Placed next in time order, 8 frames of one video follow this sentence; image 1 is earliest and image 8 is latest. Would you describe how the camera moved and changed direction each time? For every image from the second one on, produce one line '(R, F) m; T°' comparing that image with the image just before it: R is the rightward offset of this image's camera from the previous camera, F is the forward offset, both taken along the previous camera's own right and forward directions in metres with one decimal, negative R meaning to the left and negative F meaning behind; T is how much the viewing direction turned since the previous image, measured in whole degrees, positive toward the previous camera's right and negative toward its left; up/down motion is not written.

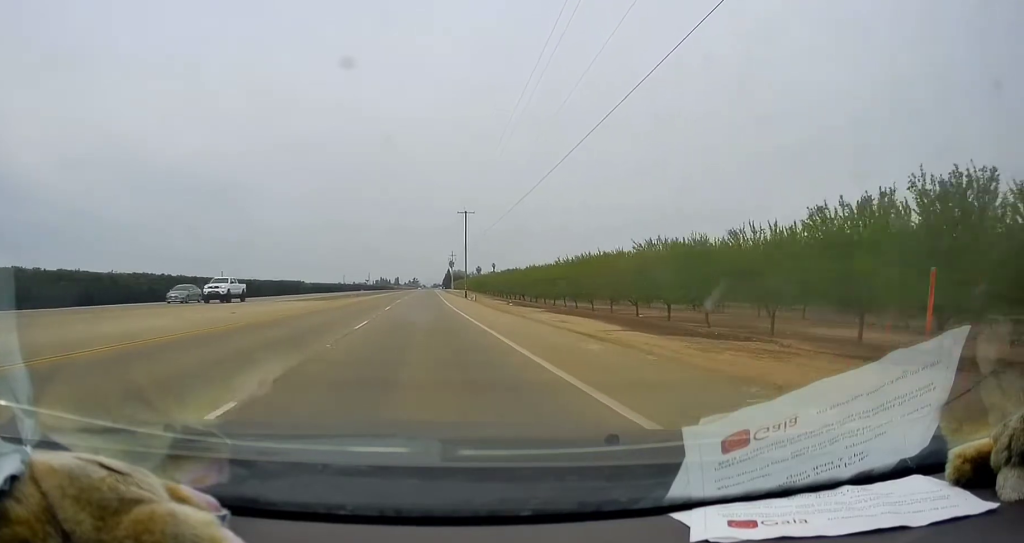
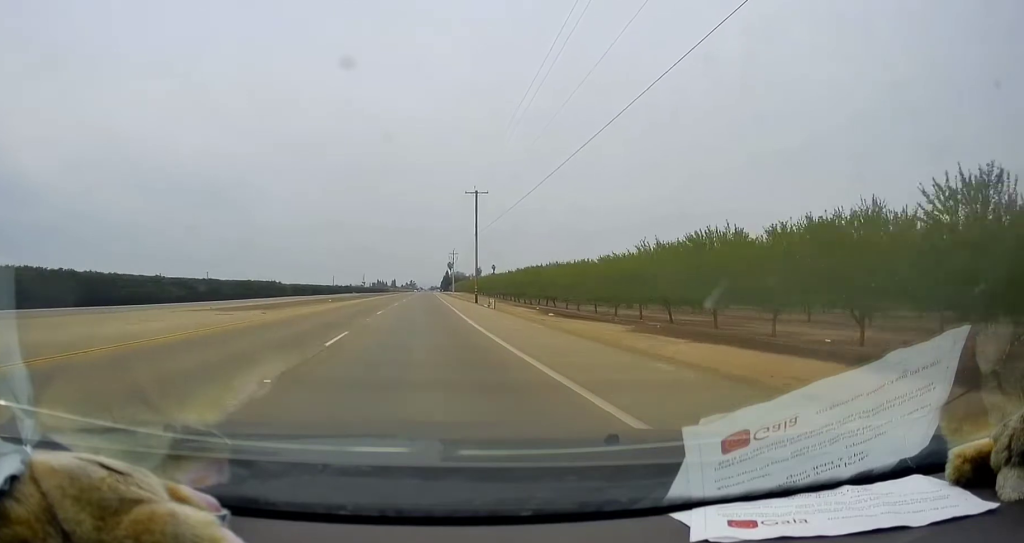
(0.0, +18.2) m; 0°
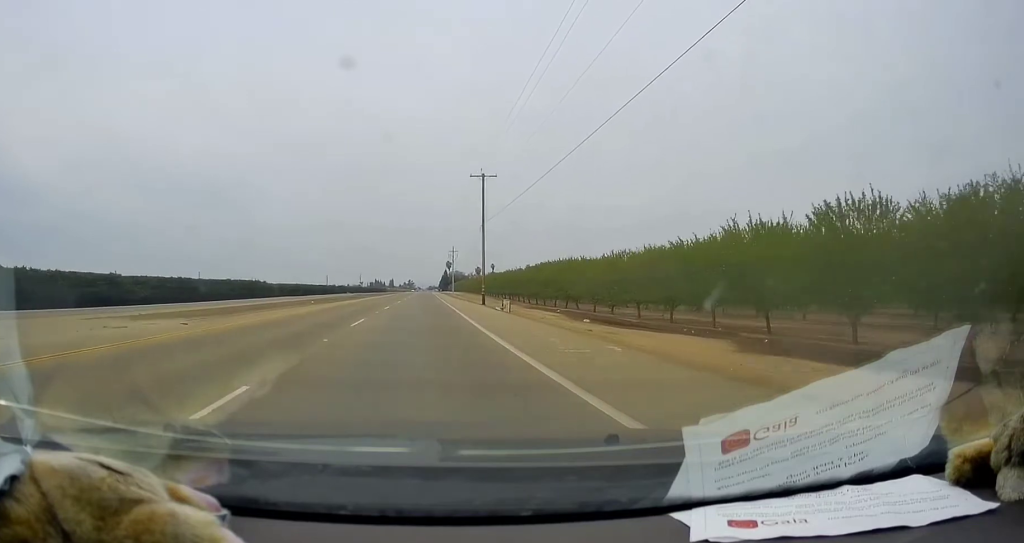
(0.0, +9.6) m; 0°
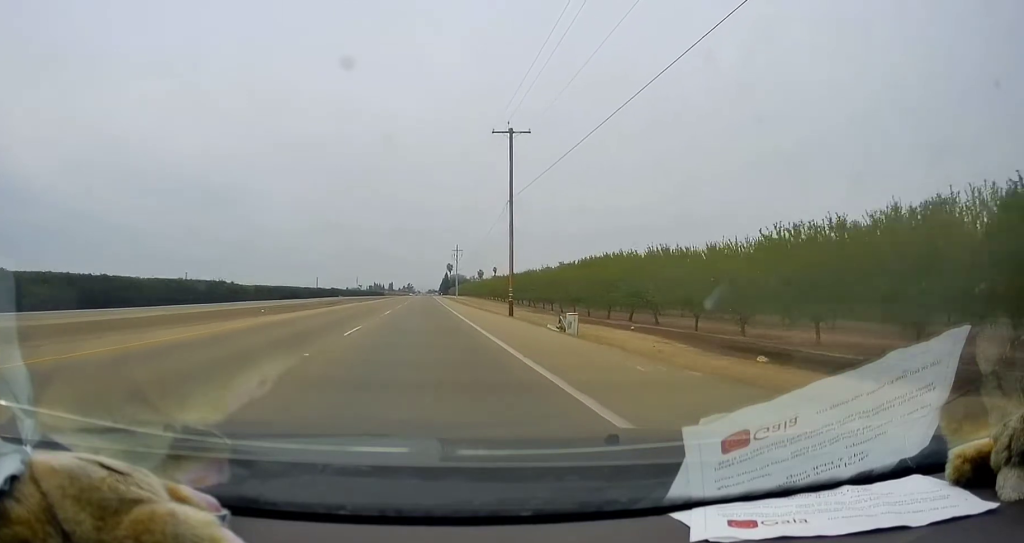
(0.0, +17.1) m; 0°
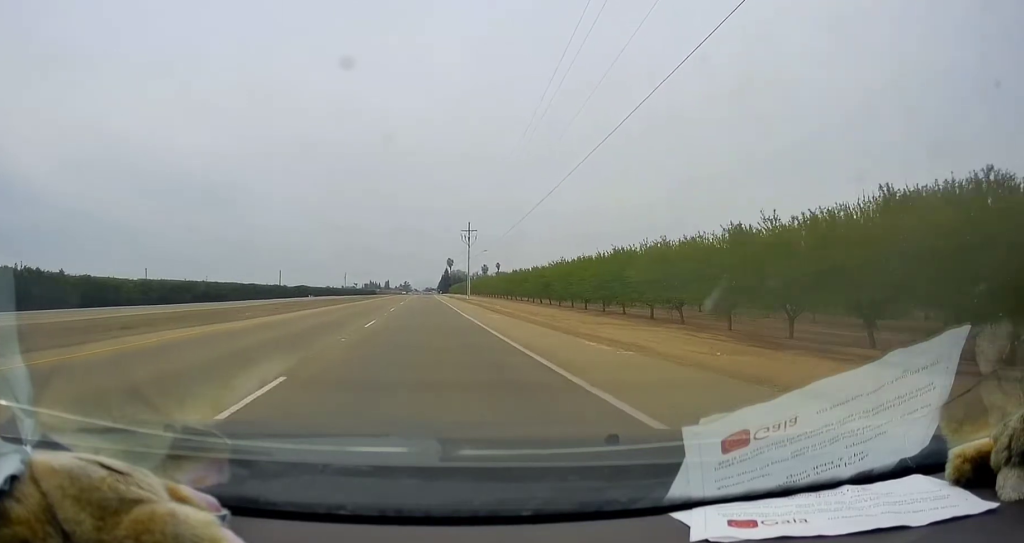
(0.0, +41.9) m; 0°
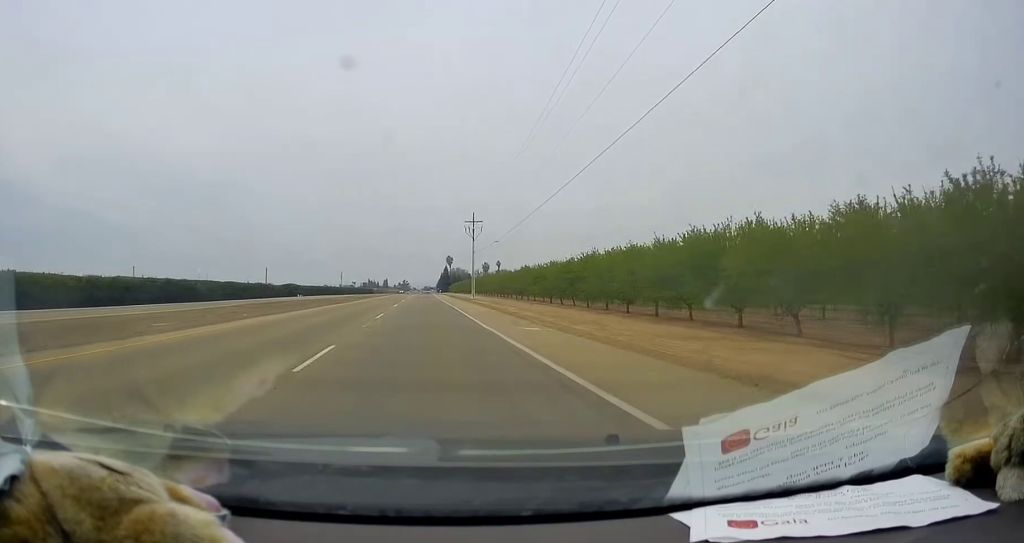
(0.0, +9.8) m; 0°
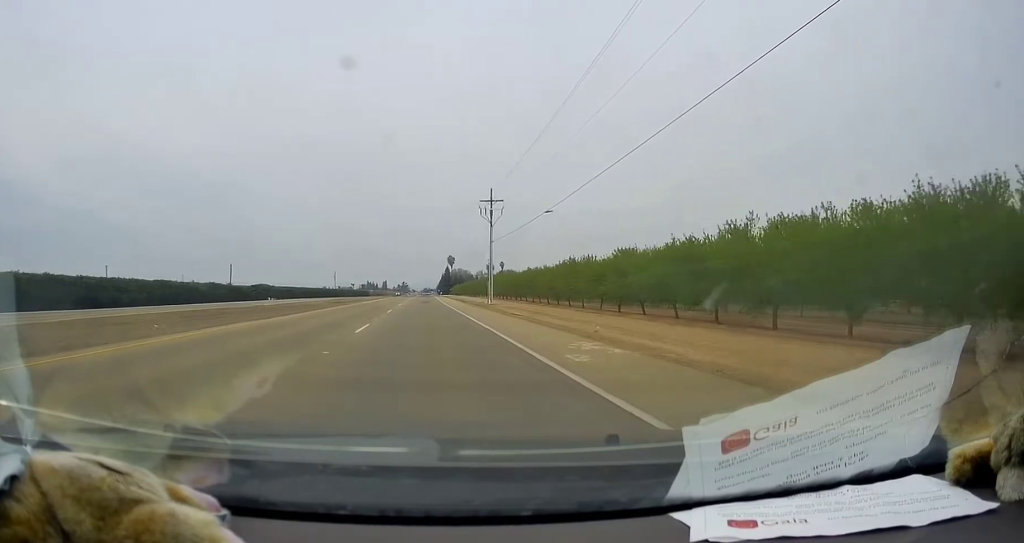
(0.0, +22.6) m; 0°
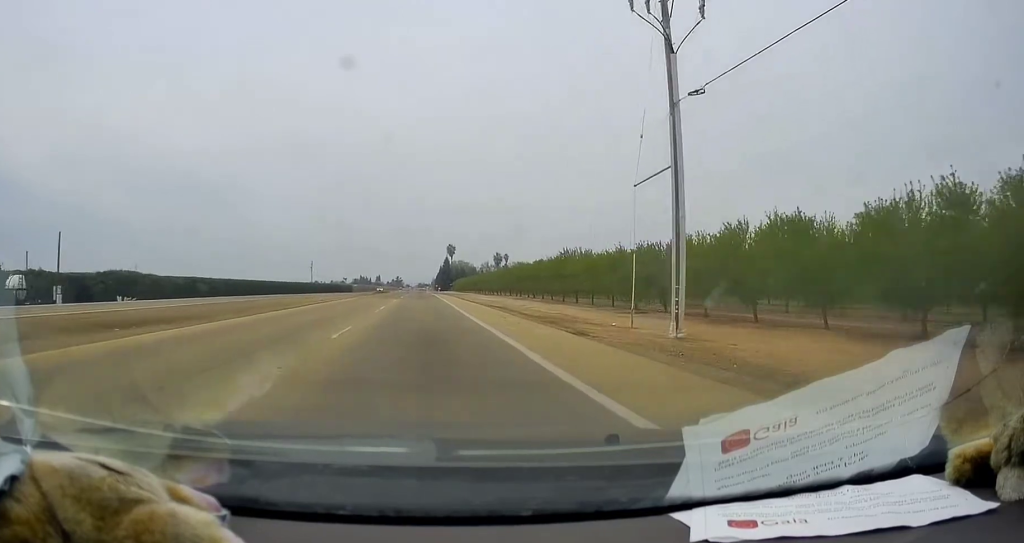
(0.0, +47.0) m; 0°
